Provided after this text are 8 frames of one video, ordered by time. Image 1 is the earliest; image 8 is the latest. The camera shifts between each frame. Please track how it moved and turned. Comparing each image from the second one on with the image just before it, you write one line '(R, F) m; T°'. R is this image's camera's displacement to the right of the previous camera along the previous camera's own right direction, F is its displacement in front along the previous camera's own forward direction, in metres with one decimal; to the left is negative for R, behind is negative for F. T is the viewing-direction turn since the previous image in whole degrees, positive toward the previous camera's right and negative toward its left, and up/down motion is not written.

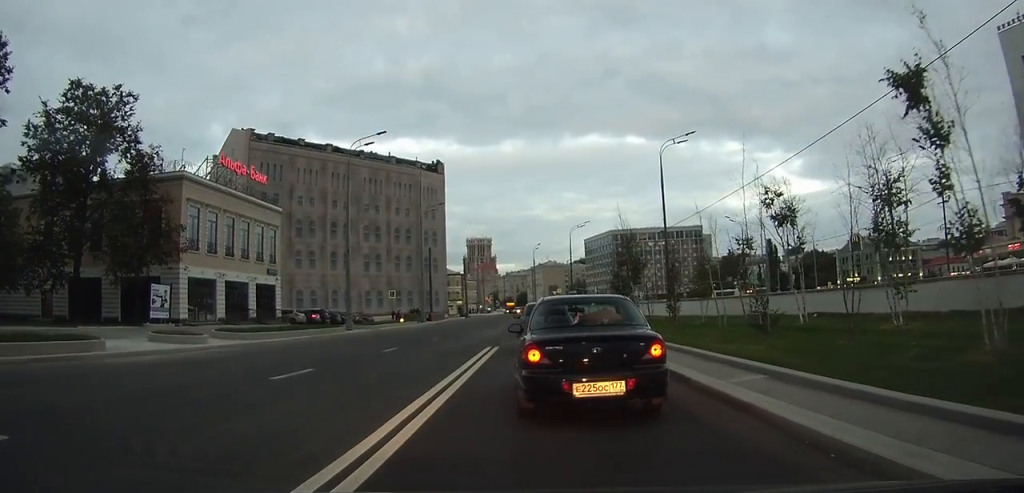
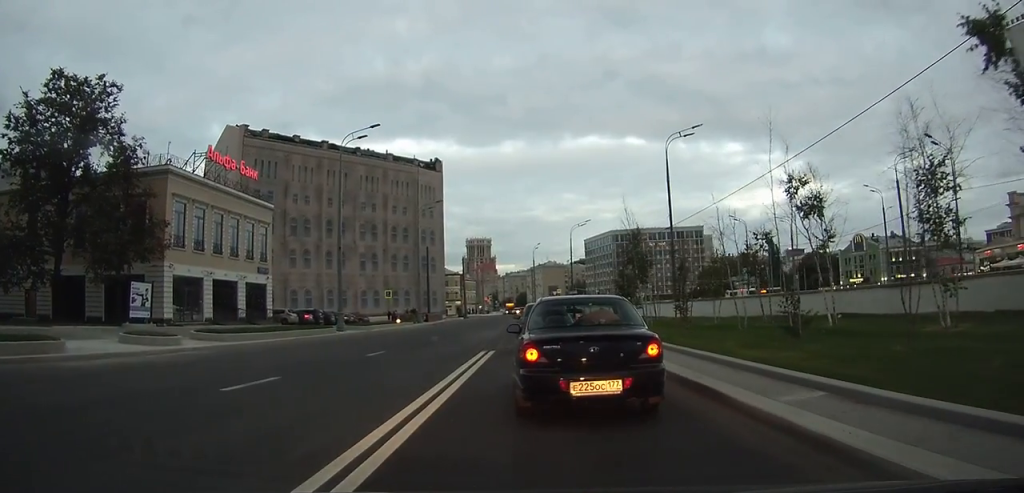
(0.0, +1.8) m; +2°
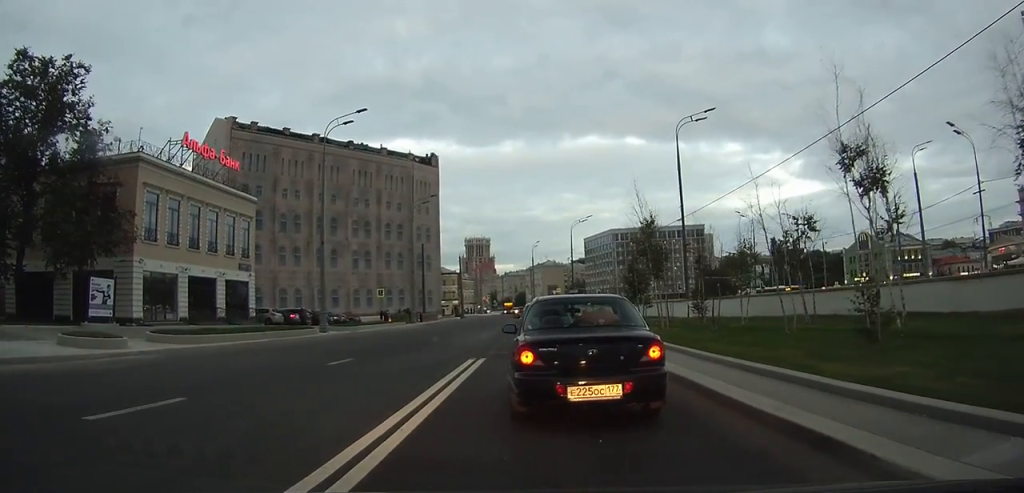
(+0.1, +3.0) m; +2°
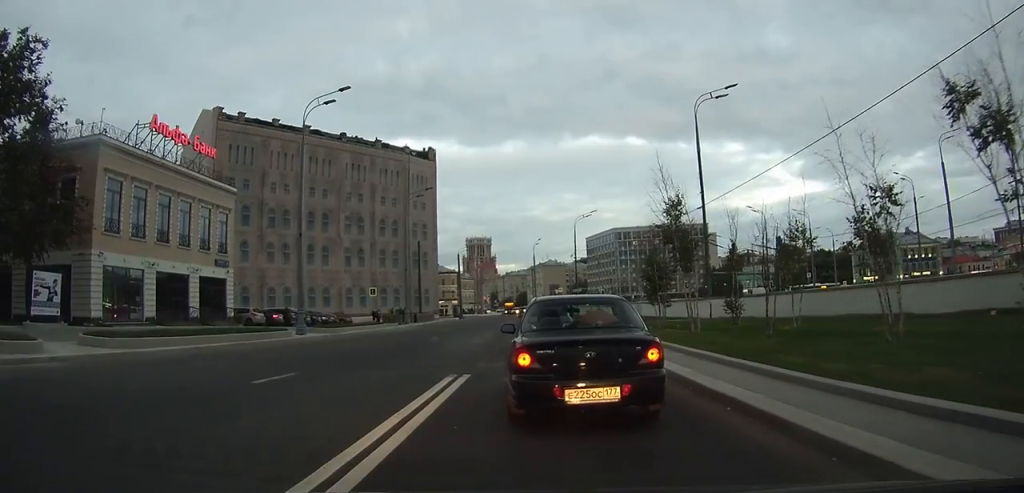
(0.0, +3.9) m; +1°
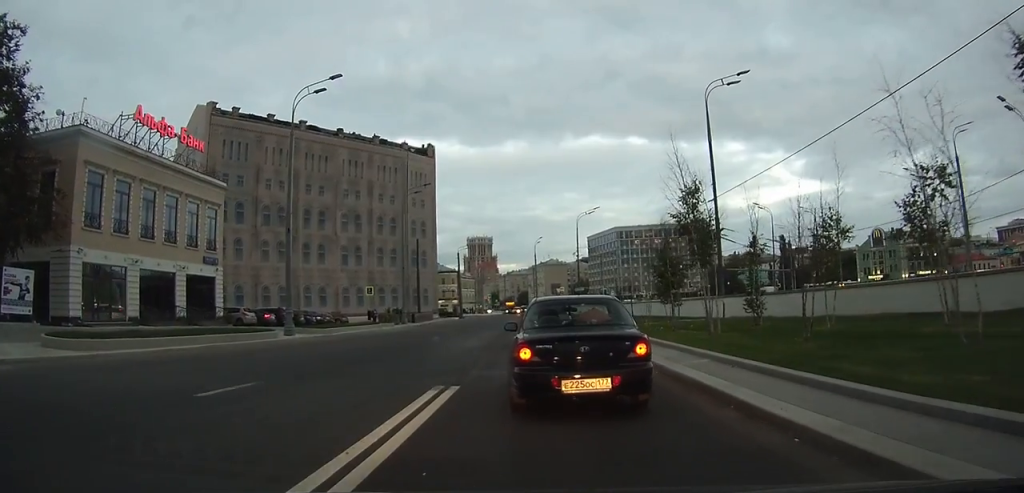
(0.0, +2.0) m; +1°
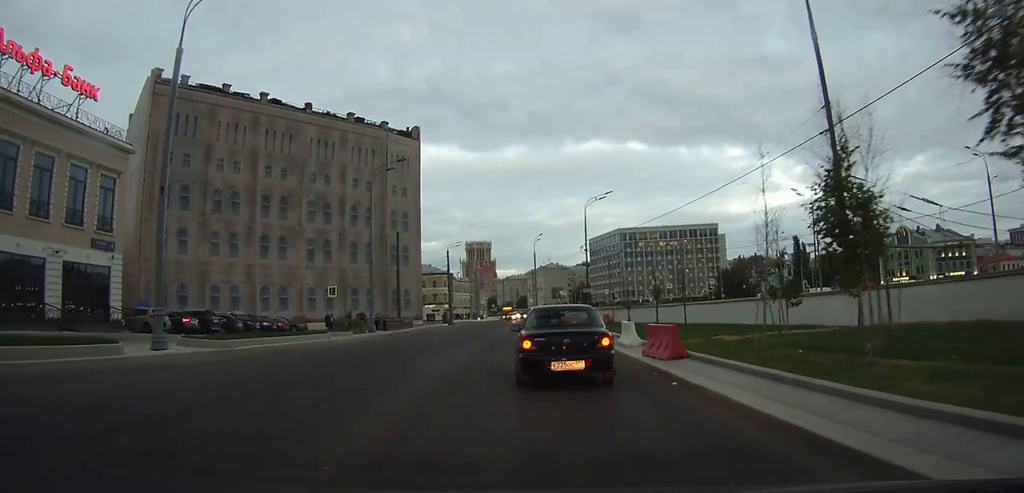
(+0.2, +11.0) m; 0°
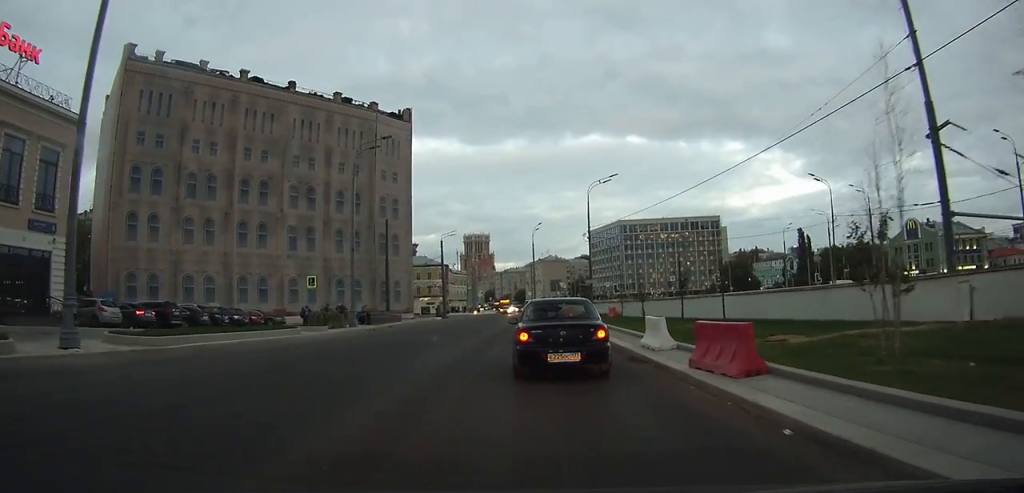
(0.0, +4.3) m; -2°
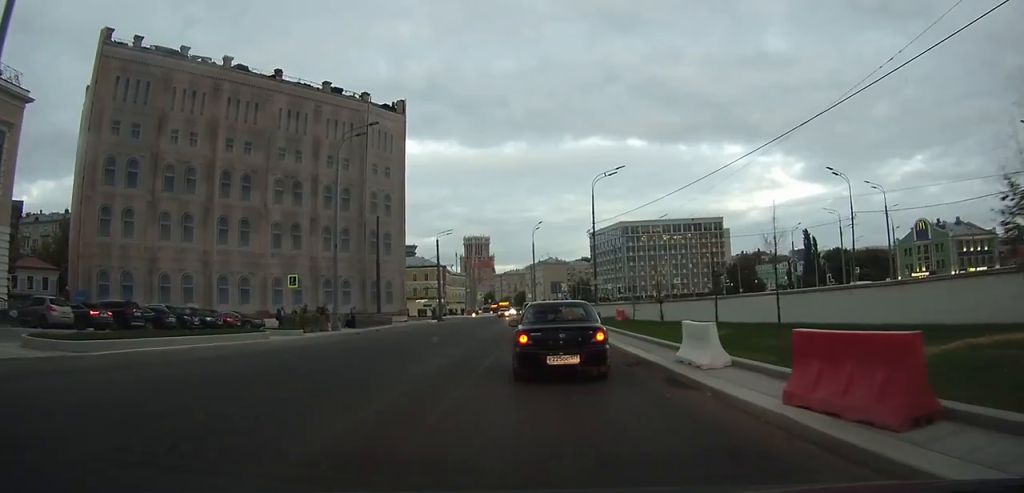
(-0.1, +3.8) m; -1°
